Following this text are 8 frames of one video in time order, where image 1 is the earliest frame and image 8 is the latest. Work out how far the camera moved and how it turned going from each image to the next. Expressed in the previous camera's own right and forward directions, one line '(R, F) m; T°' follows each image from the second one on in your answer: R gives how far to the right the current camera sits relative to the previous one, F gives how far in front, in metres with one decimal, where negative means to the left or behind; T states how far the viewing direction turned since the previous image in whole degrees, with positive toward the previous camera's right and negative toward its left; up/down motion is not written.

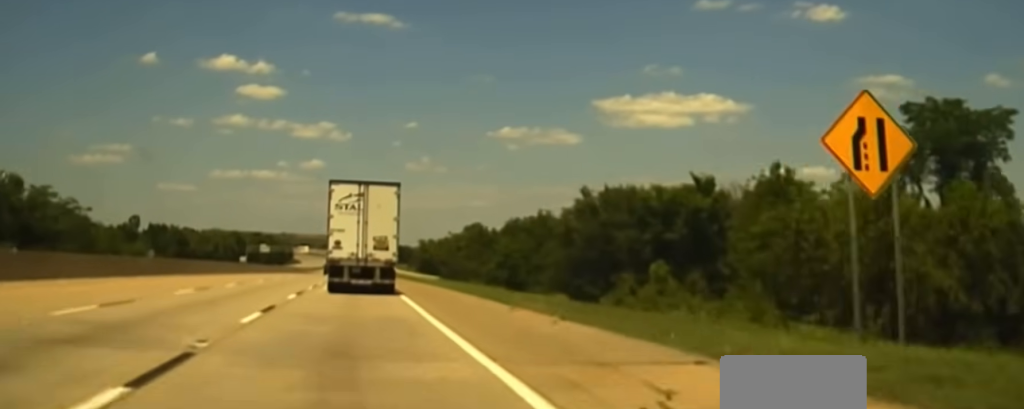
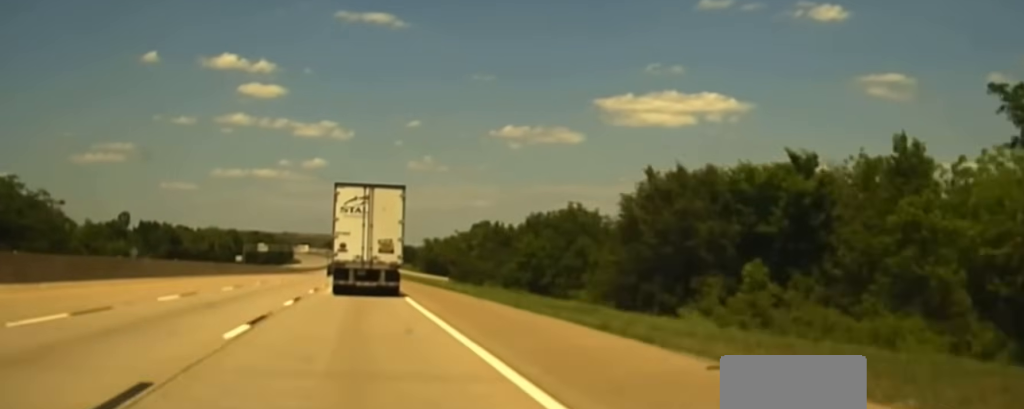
(-0.3, +15.8) m; 0°
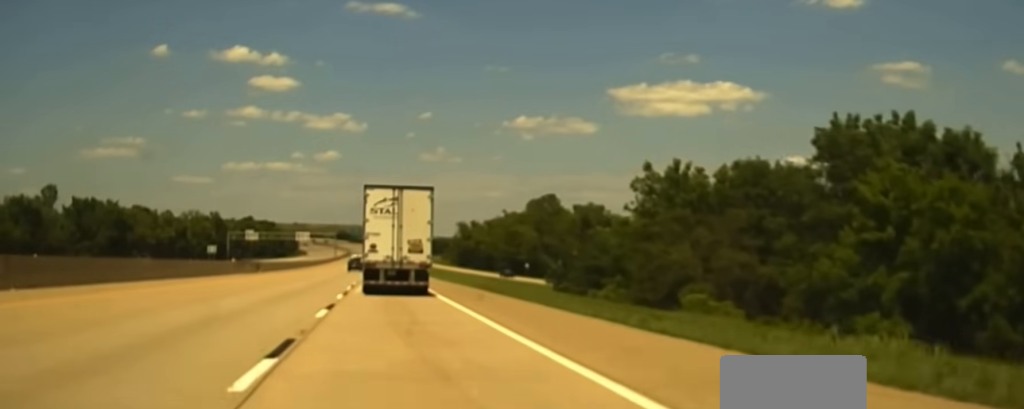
(+0.5, +78.0) m; 0°
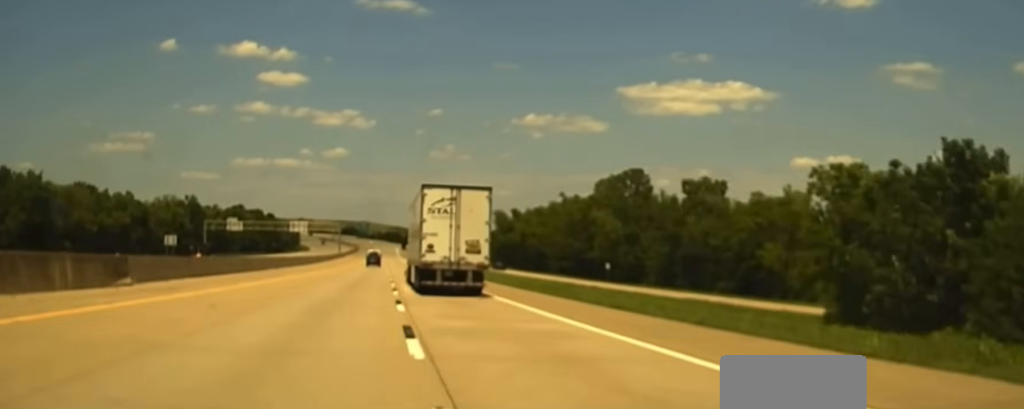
(-0.2, +57.7) m; 0°
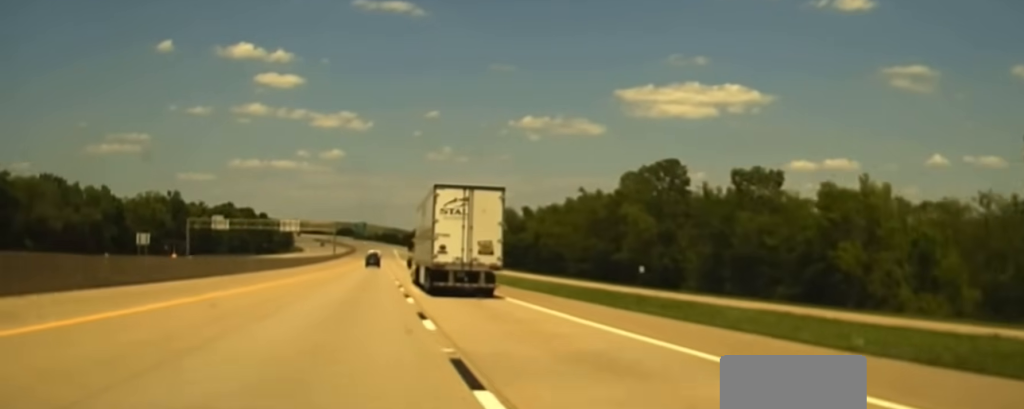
(-0.2, +17.8) m; 0°
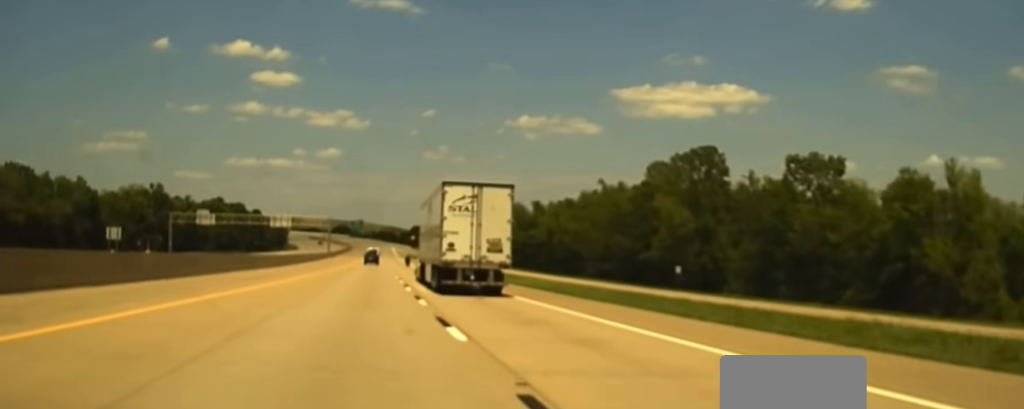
(0.0, +16.1) m; 0°
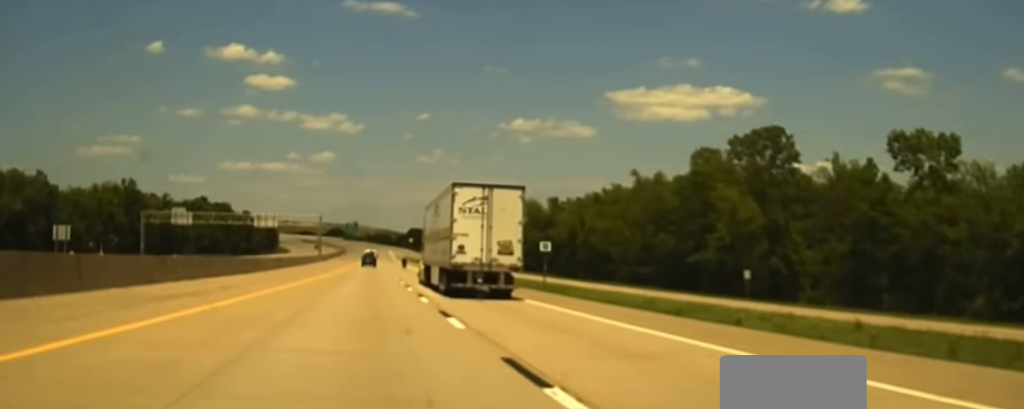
(0.0, +20.5) m; +1°
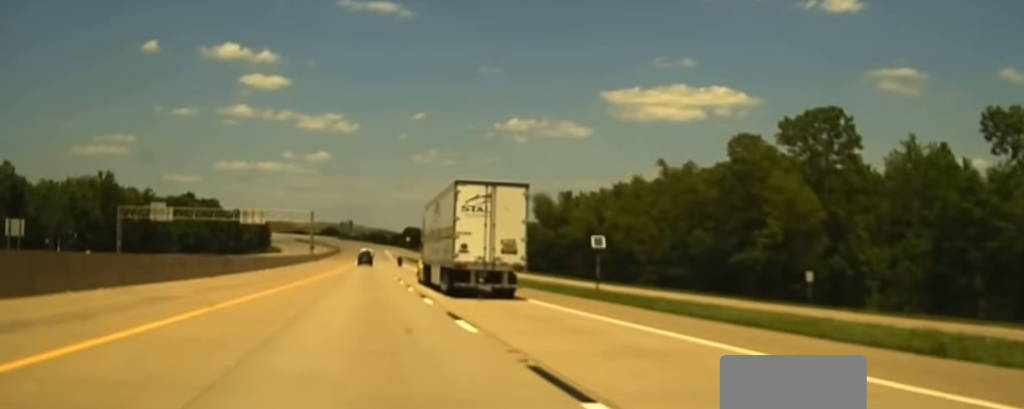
(+0.1, +13.1) m; 0°
